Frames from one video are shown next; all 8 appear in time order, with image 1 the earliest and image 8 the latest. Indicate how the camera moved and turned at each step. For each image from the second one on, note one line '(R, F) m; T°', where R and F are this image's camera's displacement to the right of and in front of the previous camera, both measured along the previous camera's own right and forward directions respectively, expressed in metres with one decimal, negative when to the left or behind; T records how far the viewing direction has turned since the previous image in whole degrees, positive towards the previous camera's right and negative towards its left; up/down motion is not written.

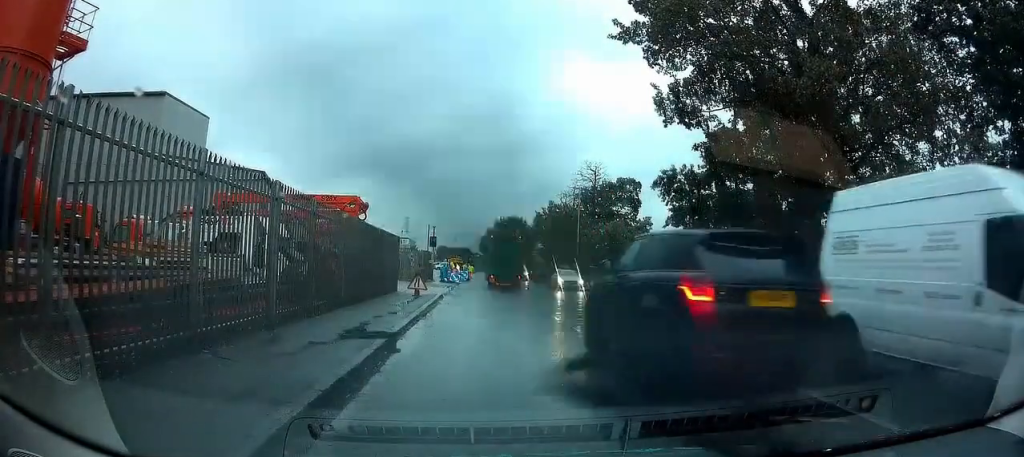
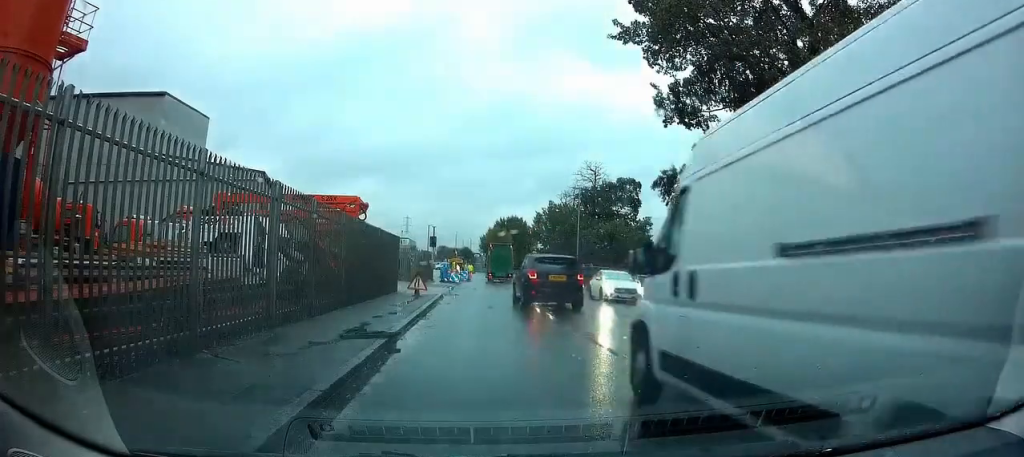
(0.0, 0.0) m; 0°
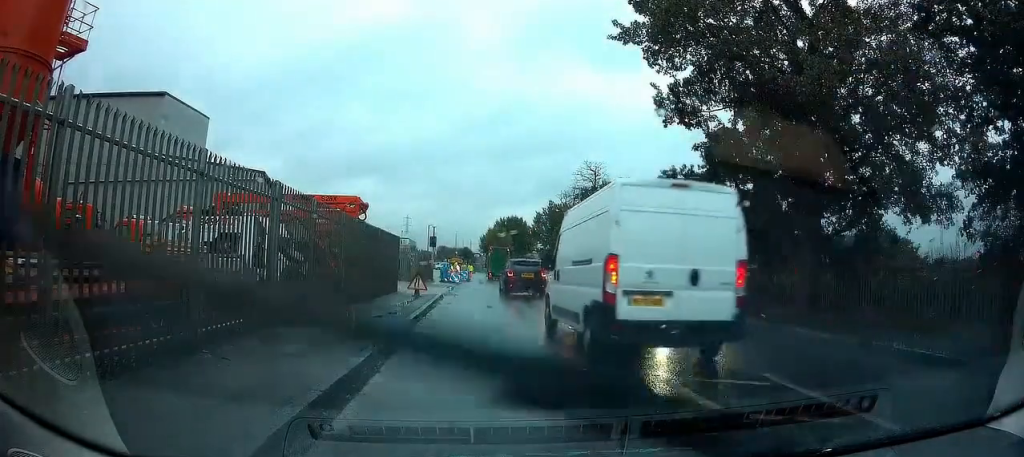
(0.0, 0.0) m; 0°
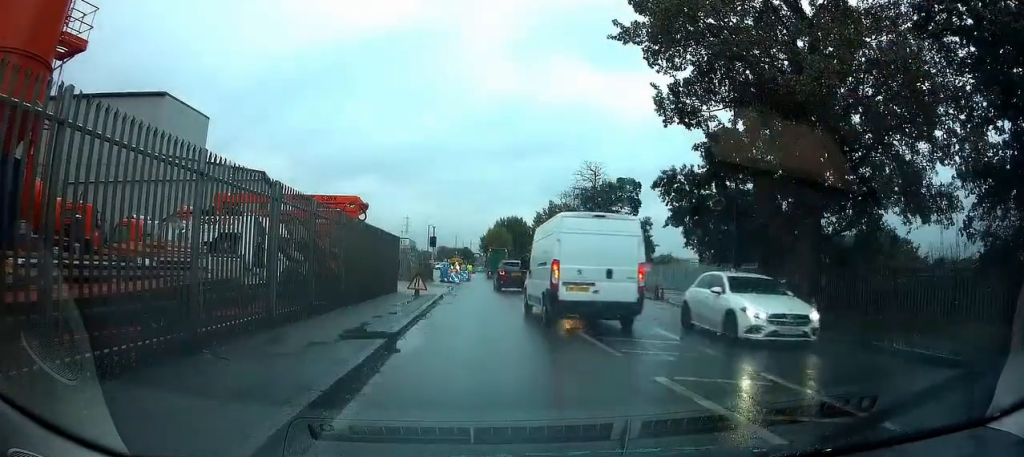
(0.0, 0.0) m; 0°
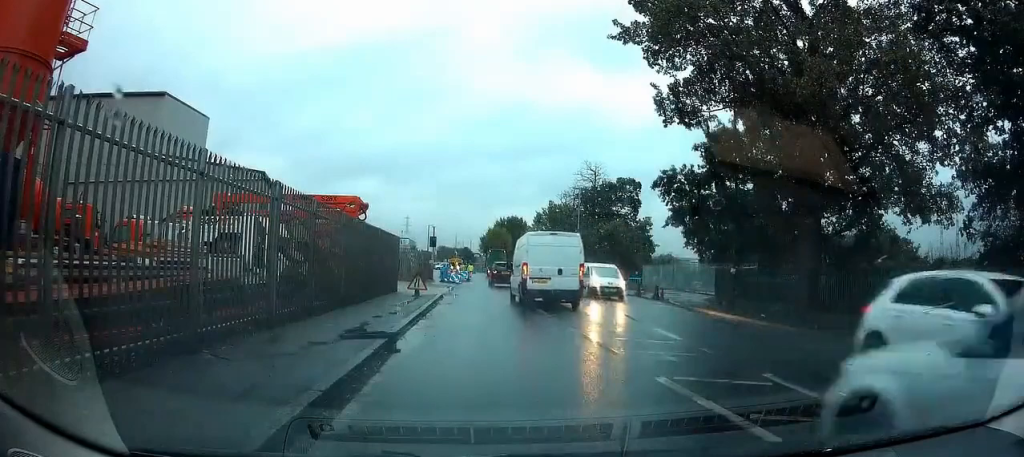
(0.0, 0.0) m; 0°
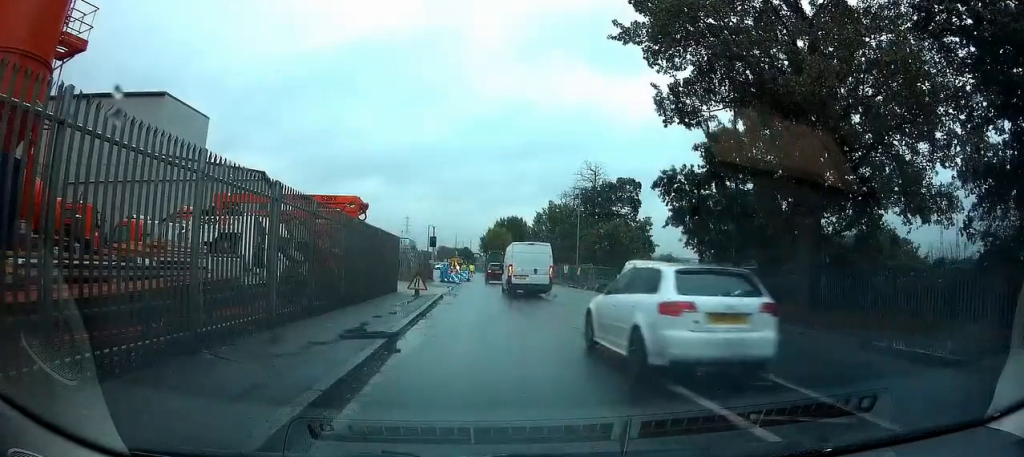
(0.0, 0.0) m; 0°
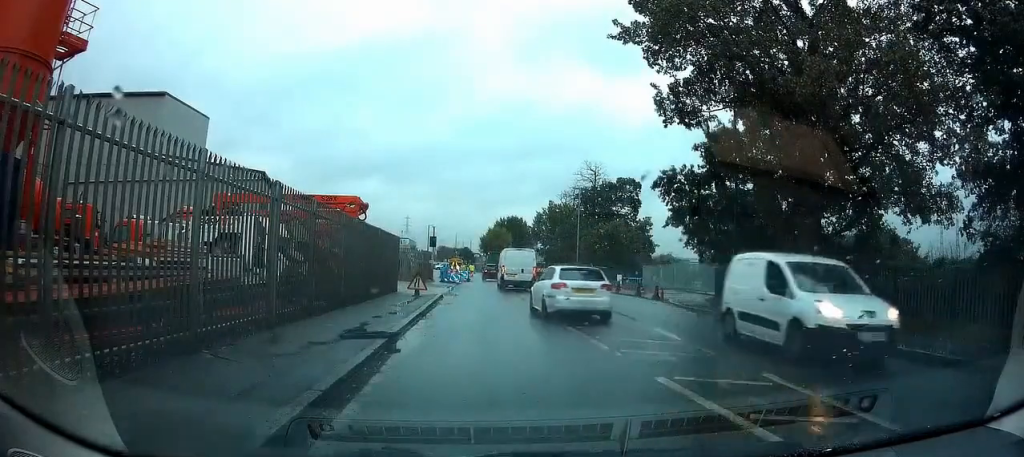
(0.0, 0.0) m; 0°
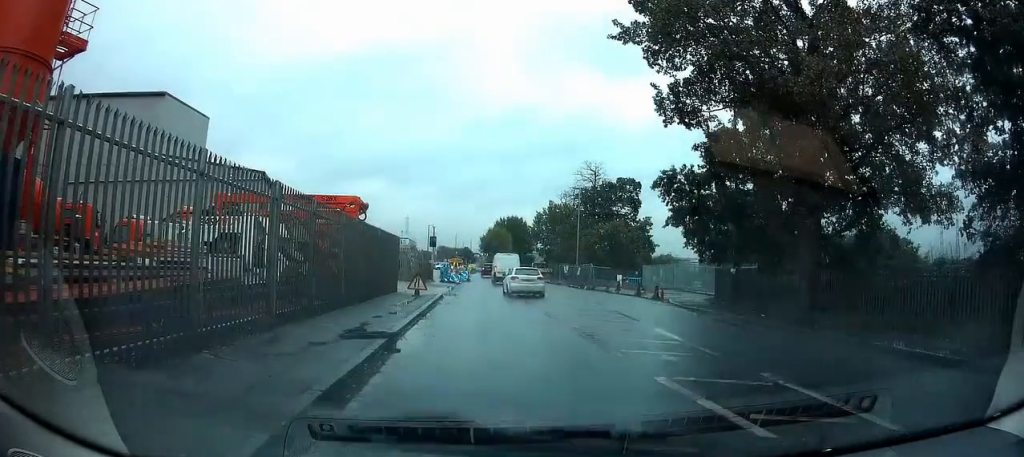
(0.0, 0.0) m; 0°
